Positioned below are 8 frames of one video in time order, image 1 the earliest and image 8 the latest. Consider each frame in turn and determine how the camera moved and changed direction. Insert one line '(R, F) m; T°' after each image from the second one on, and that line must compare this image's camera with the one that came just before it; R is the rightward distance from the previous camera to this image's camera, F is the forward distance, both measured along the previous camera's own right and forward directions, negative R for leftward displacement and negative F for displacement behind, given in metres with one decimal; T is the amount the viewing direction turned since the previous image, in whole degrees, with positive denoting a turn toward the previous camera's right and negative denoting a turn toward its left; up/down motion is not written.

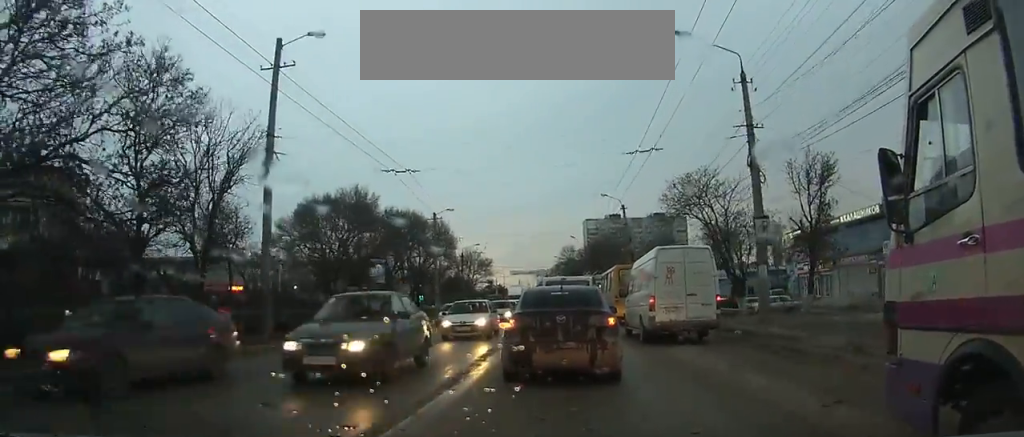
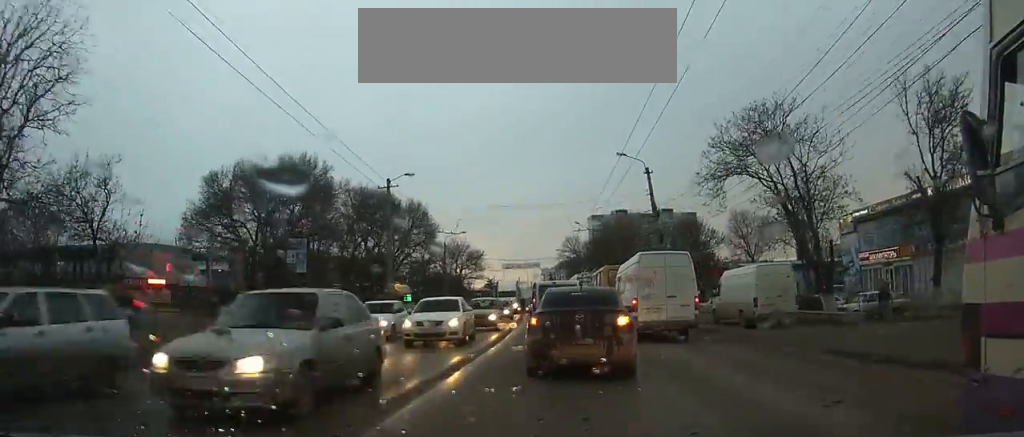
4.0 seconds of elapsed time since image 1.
(-0.2, +13.7) m; -1°
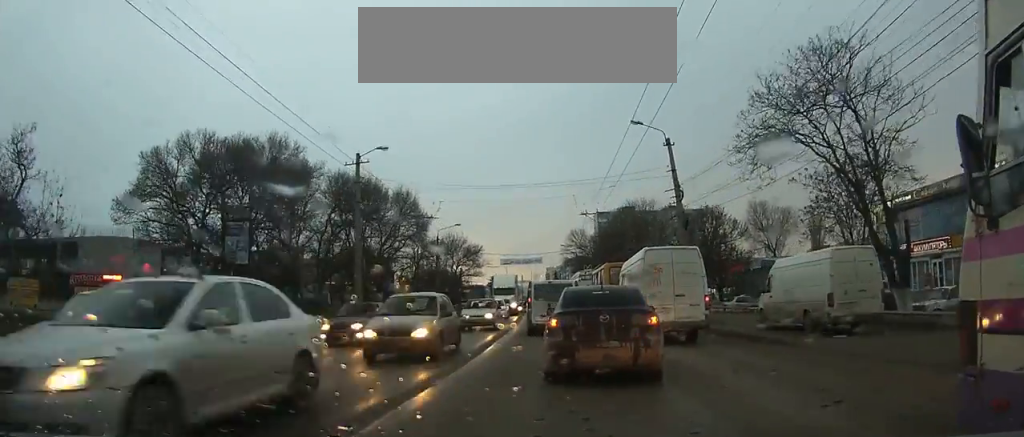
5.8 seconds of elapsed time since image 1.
(0.0, +6.2) m; 0°
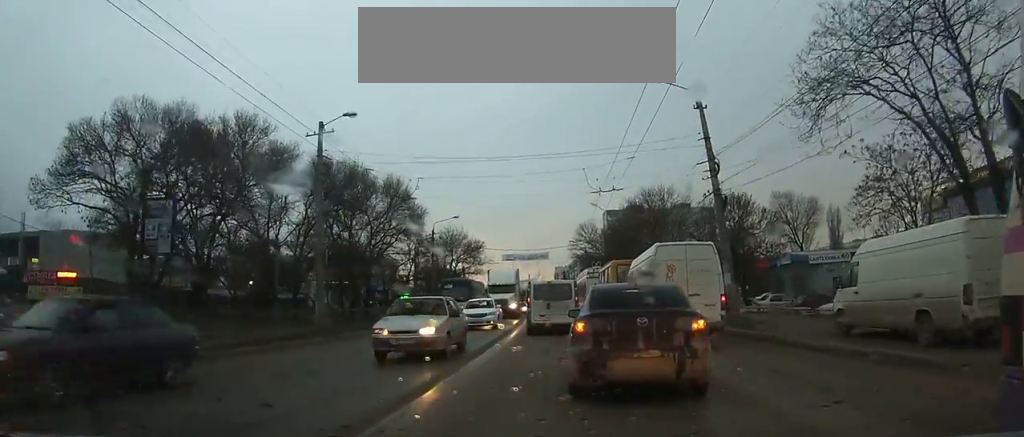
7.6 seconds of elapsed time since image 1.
(-0.1, +6.1) m; 0°
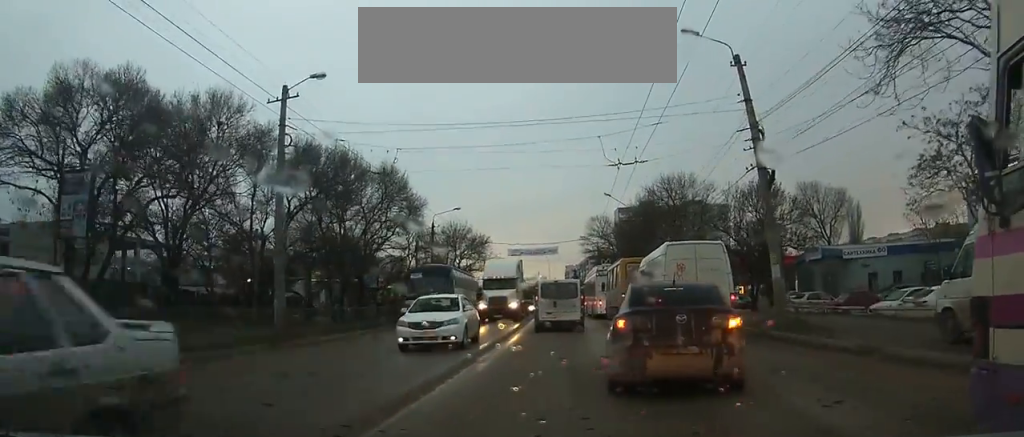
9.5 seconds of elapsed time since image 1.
(-0.1, +6.4) m; 0°
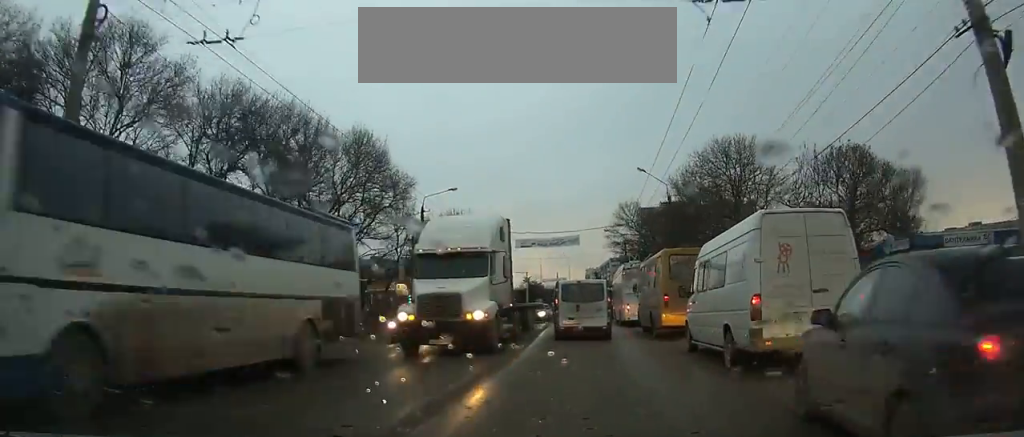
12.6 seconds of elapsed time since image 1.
(+0.1, +10.4) m; +1°
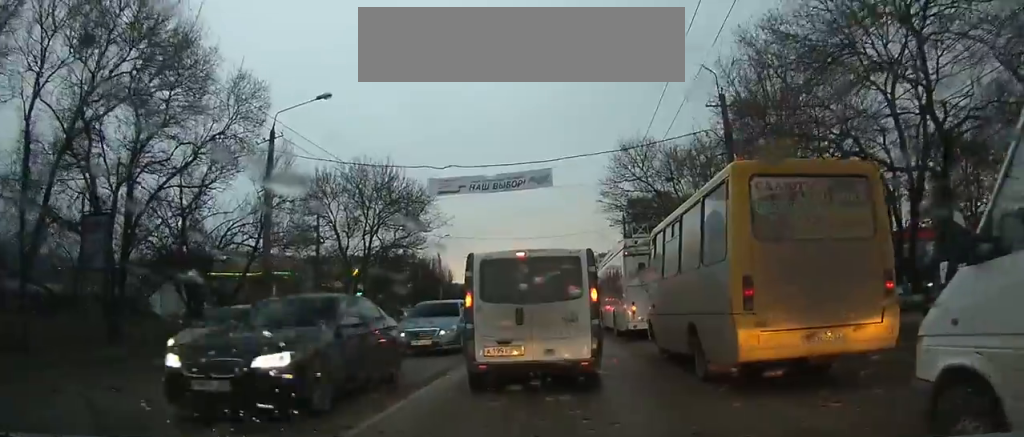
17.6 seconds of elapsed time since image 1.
(+0.1, +13.2) m; +1°
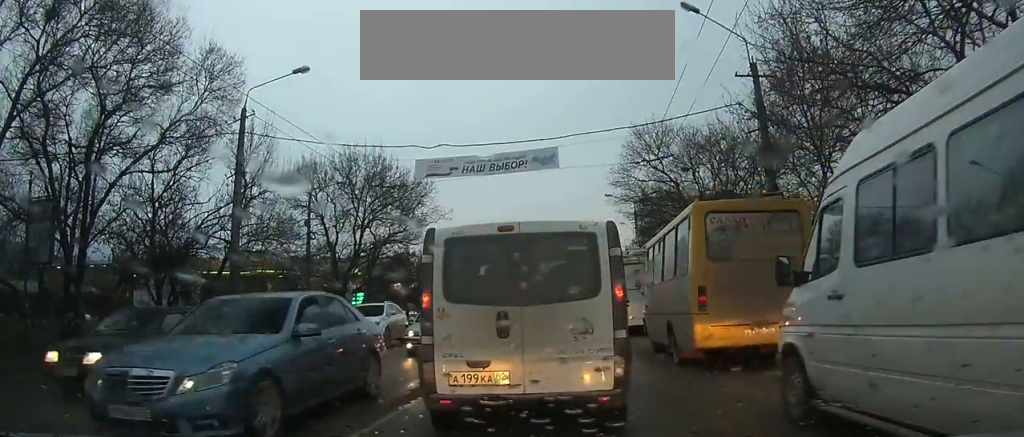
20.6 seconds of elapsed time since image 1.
(+0.1, +4.4) m; 0°
